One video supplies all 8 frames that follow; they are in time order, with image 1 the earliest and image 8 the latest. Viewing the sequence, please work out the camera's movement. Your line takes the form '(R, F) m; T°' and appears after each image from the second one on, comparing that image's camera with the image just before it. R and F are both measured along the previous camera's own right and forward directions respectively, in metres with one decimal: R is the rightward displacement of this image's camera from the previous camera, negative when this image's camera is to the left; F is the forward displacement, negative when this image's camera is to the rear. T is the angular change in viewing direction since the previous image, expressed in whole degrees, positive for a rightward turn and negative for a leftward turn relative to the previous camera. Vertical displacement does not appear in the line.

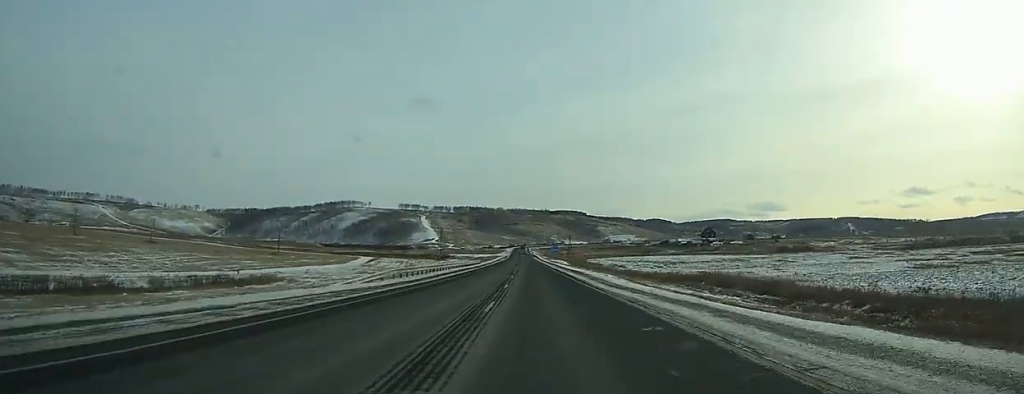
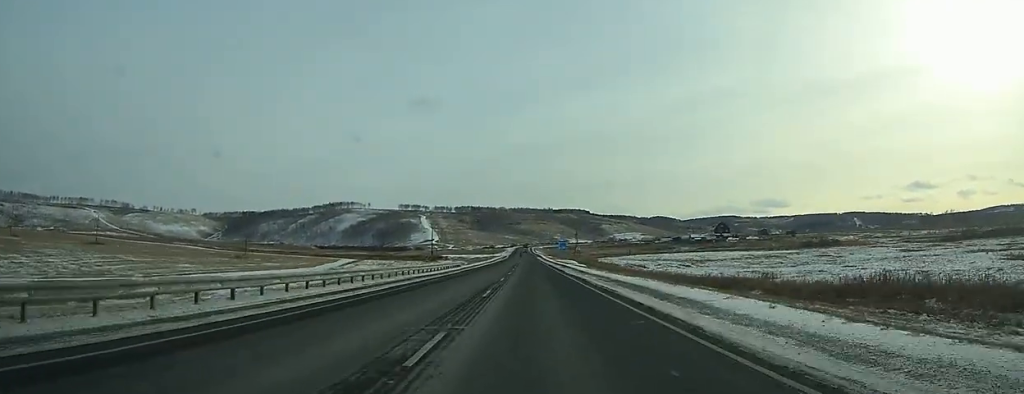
(0.0, +29.3) m; 0°
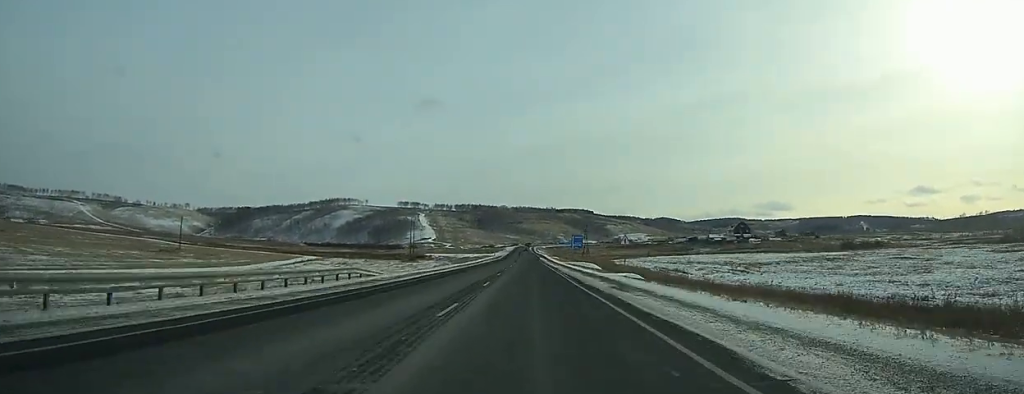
(-0.1, +41.4) m; 0°
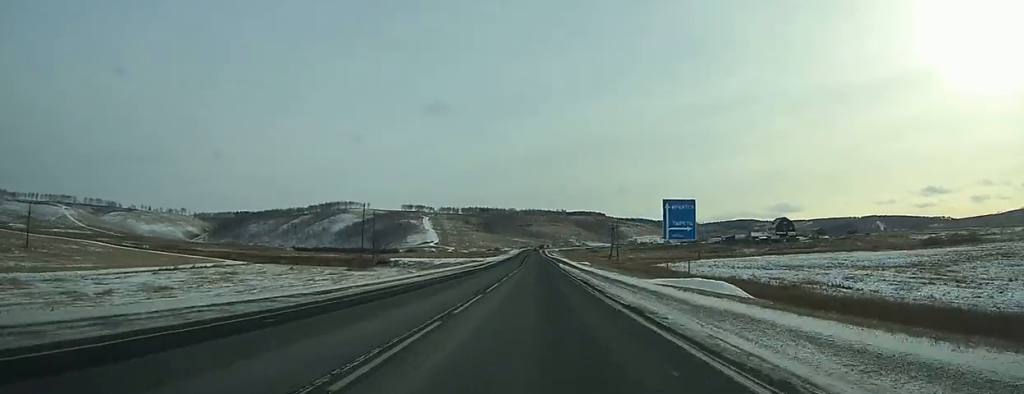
(-0.5, +62.1) m; -1°
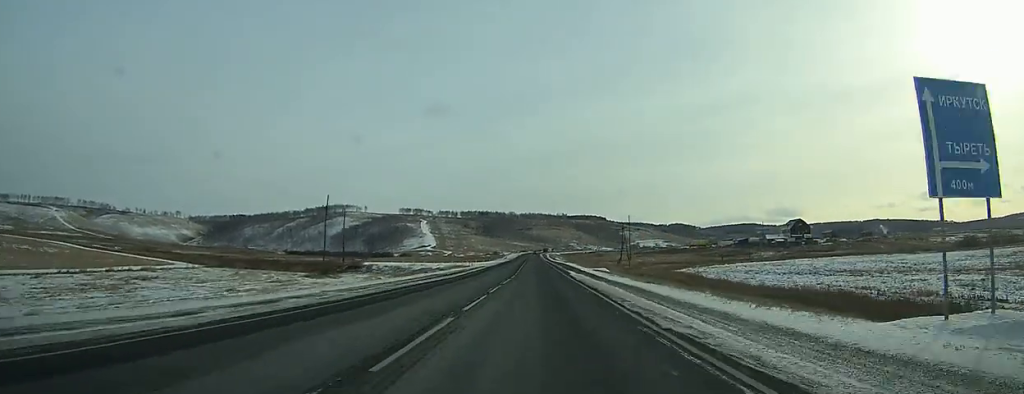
(-0.1, +23.7) m; 0°
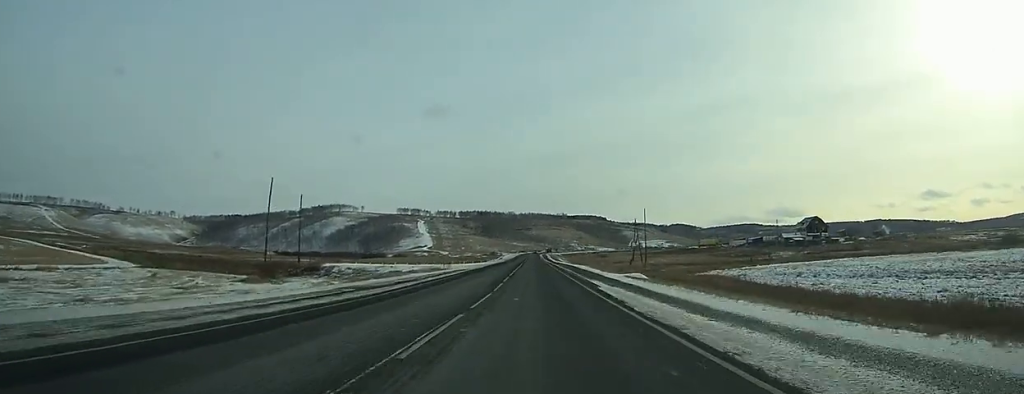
(0.0, +22.9) m; 0°
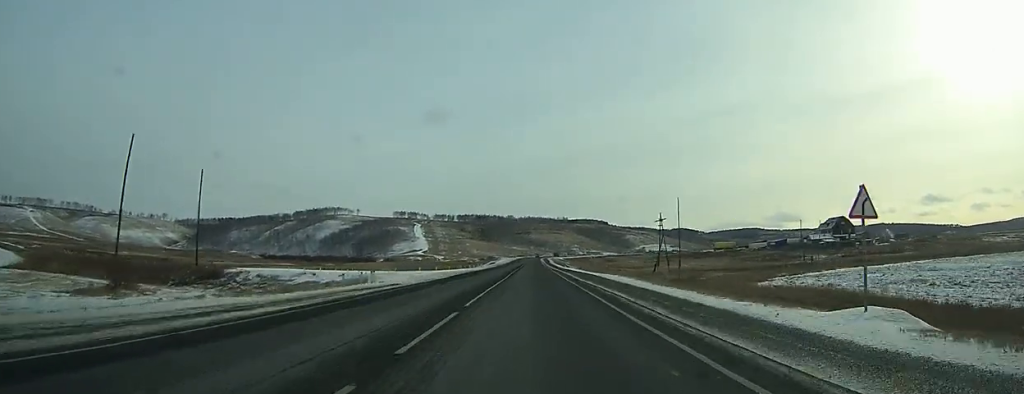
(0.0, +31.0) m; 0°
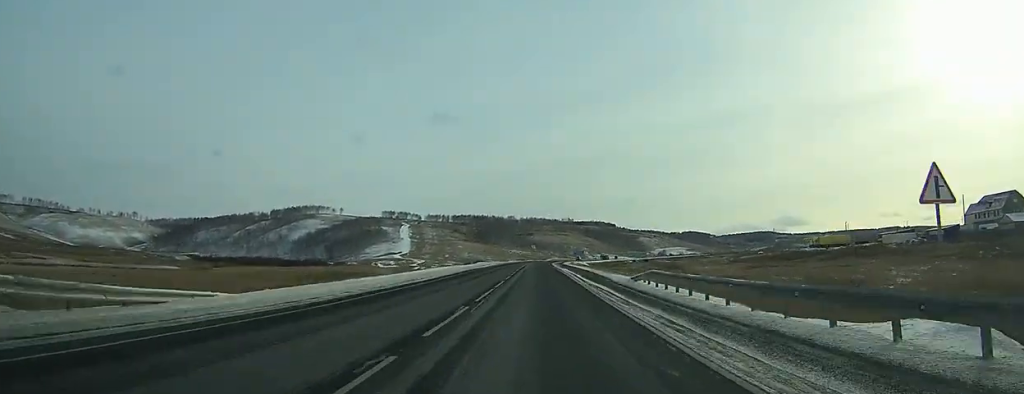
(-0.4, +120.8) m; 0°
